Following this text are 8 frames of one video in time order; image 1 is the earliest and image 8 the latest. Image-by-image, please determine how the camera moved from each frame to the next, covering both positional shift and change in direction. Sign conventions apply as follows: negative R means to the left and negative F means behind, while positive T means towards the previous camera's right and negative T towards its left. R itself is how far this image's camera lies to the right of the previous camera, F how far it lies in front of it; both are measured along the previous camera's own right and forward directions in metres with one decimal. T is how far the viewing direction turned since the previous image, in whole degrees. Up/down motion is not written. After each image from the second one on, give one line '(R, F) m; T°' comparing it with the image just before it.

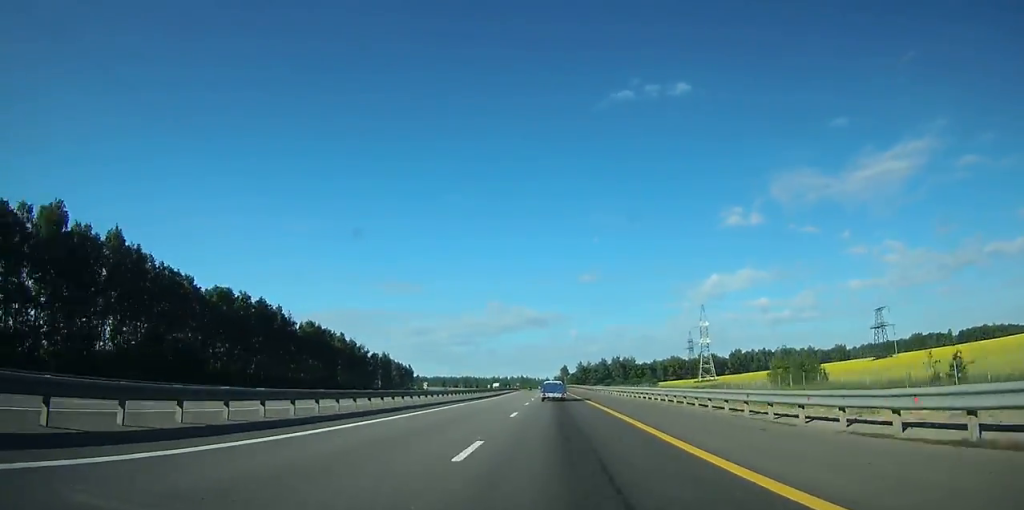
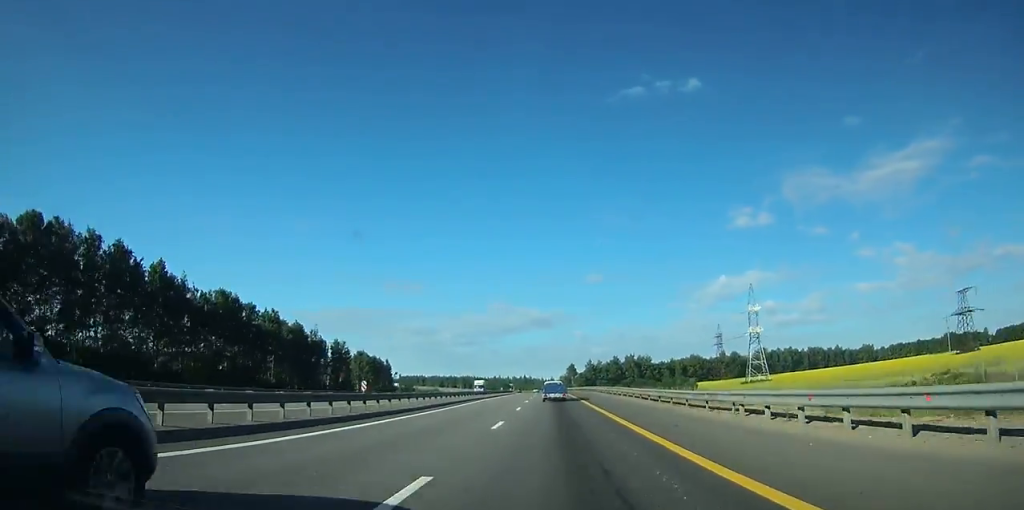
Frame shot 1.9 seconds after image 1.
(-0.3, +48.8) m; -1°
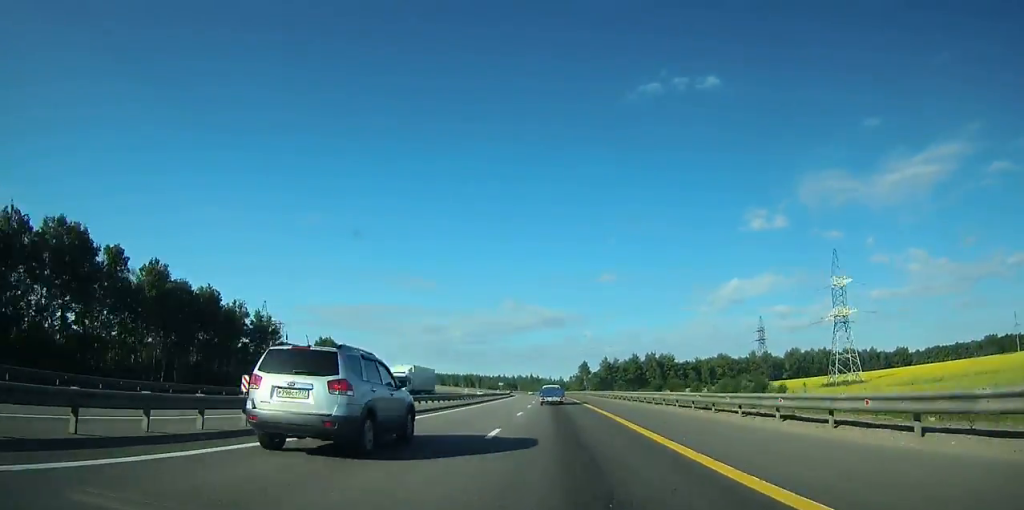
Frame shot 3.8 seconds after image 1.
(-0.1, +49.6) m; -1°
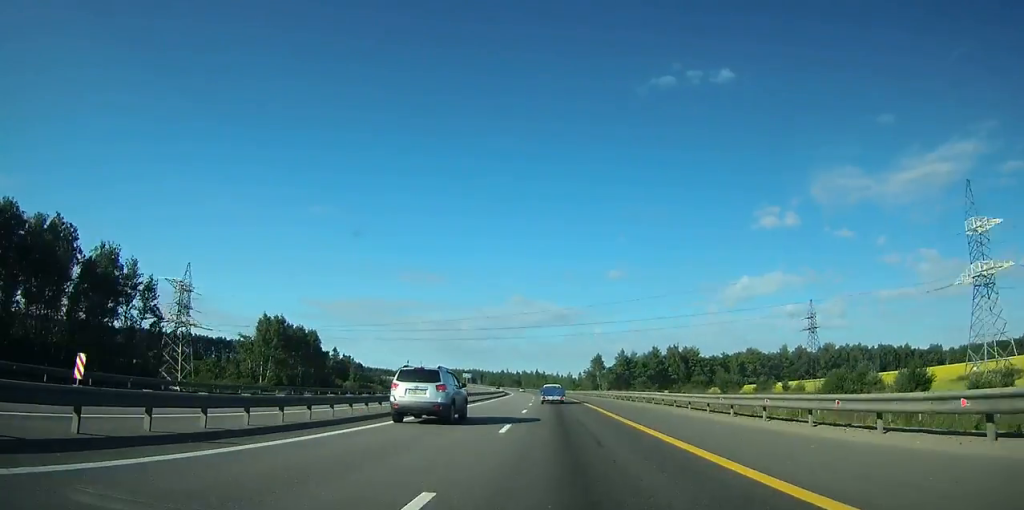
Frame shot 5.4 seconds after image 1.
(-0.2, +47.4) m; -1°
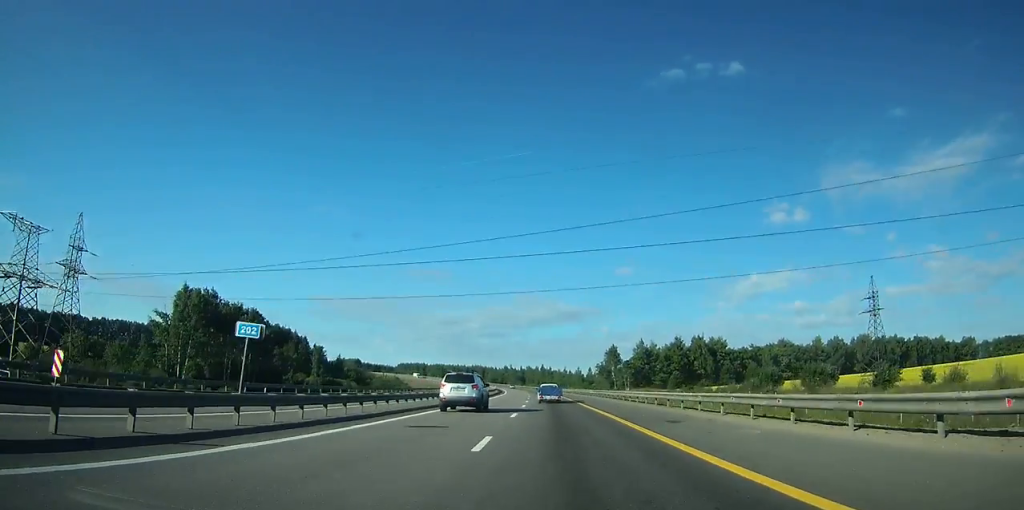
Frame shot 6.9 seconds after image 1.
(+0.1, +41.8) m; -1°
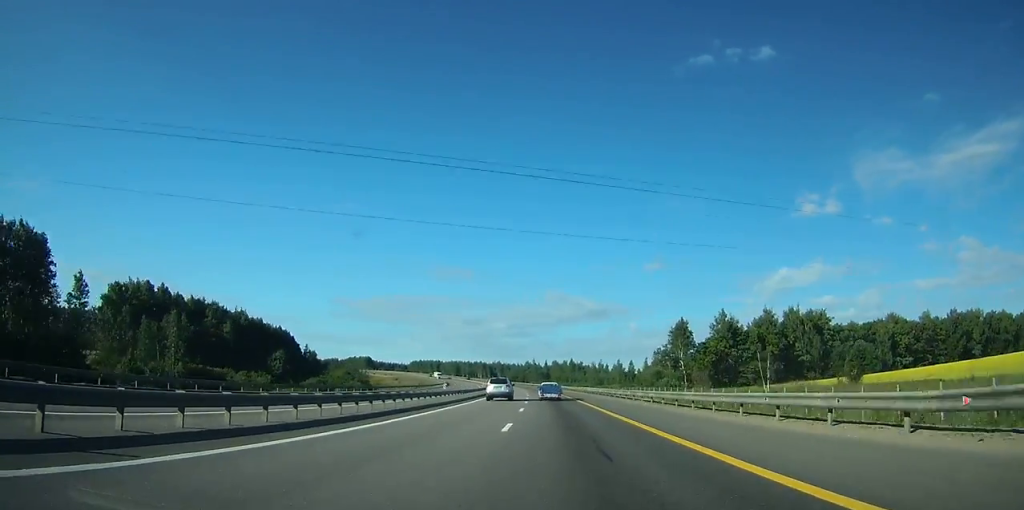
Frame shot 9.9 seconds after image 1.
(-2.0, +89.1) m; -3°
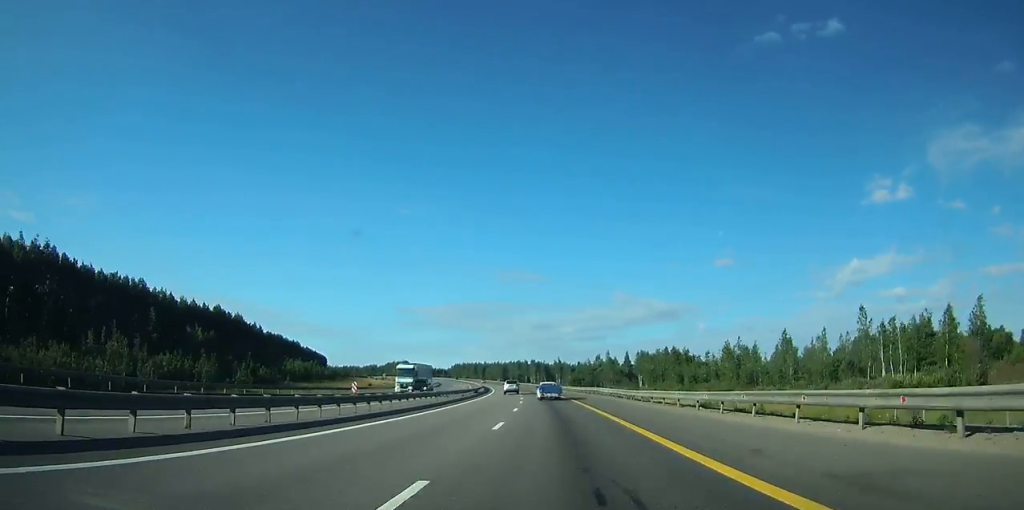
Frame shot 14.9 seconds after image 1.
(-8.5, +147.9) m; -7°
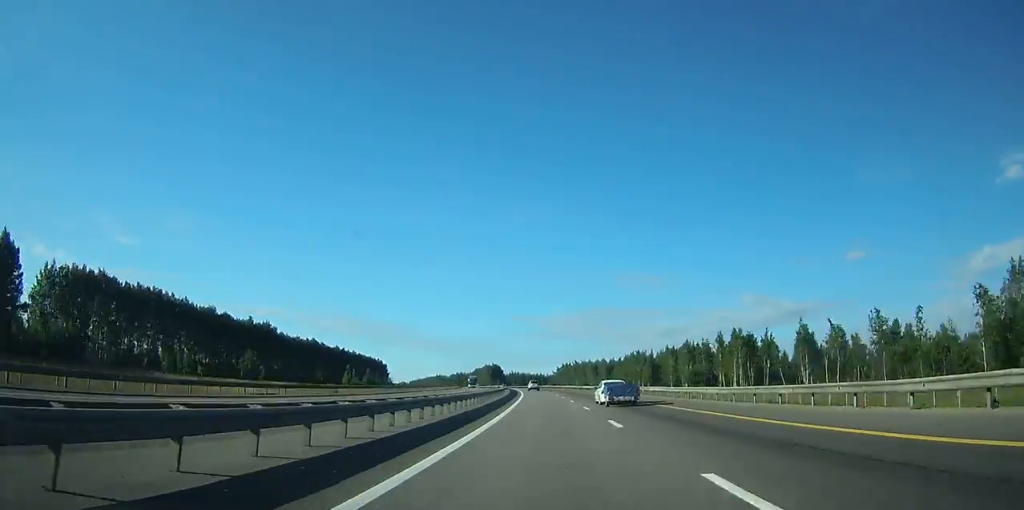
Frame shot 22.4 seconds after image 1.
(-22.7, +222.1) m; -11°
